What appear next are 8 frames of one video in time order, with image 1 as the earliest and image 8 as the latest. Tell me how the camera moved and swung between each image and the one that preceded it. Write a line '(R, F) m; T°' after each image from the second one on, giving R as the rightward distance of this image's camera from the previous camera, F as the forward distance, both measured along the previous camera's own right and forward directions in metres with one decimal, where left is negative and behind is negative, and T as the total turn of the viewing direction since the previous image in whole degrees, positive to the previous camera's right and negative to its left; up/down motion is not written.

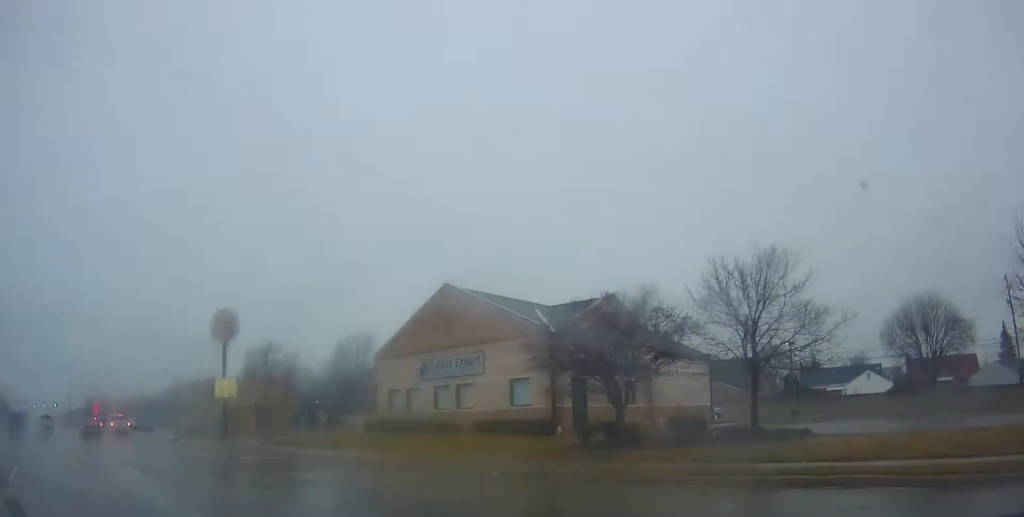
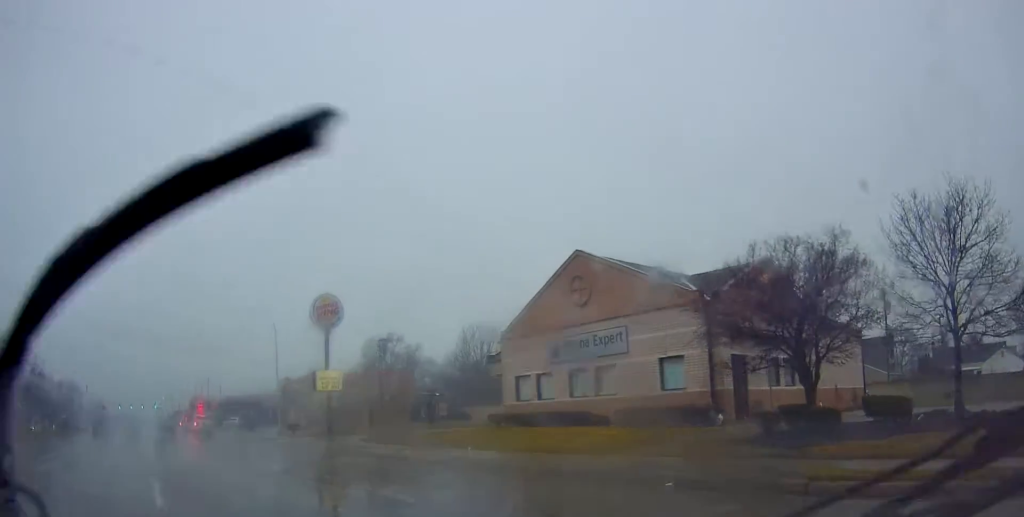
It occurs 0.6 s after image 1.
(-0.3, +4.2) m; -9°
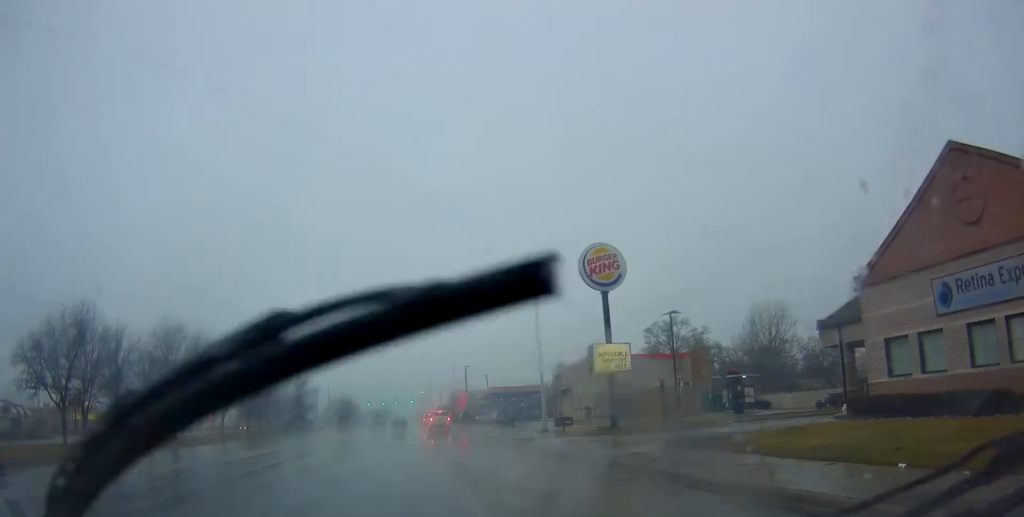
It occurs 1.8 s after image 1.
(-1.6, +9.5) m; -21°
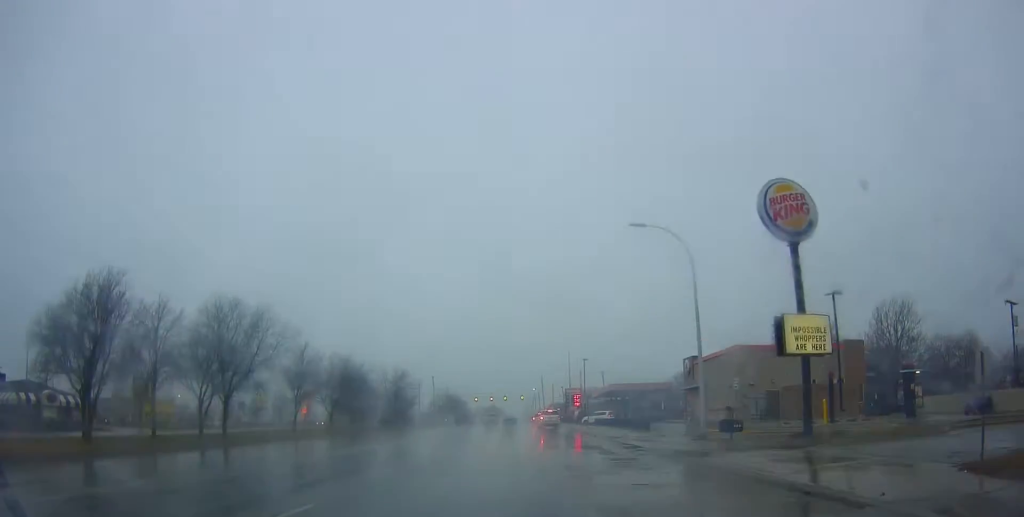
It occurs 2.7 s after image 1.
(-1.2, +8.2) m; -12°
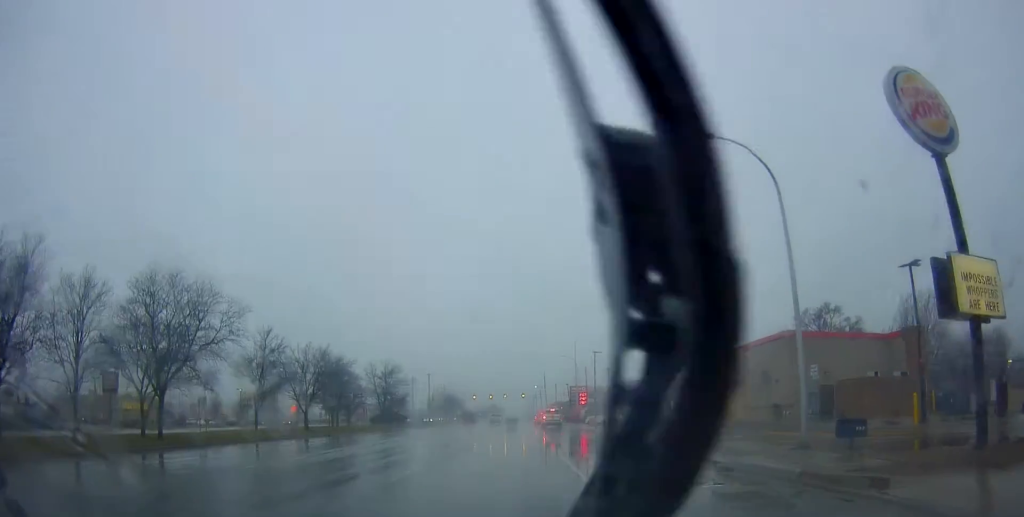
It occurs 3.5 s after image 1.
(-0.6, +8.2) m; -3°
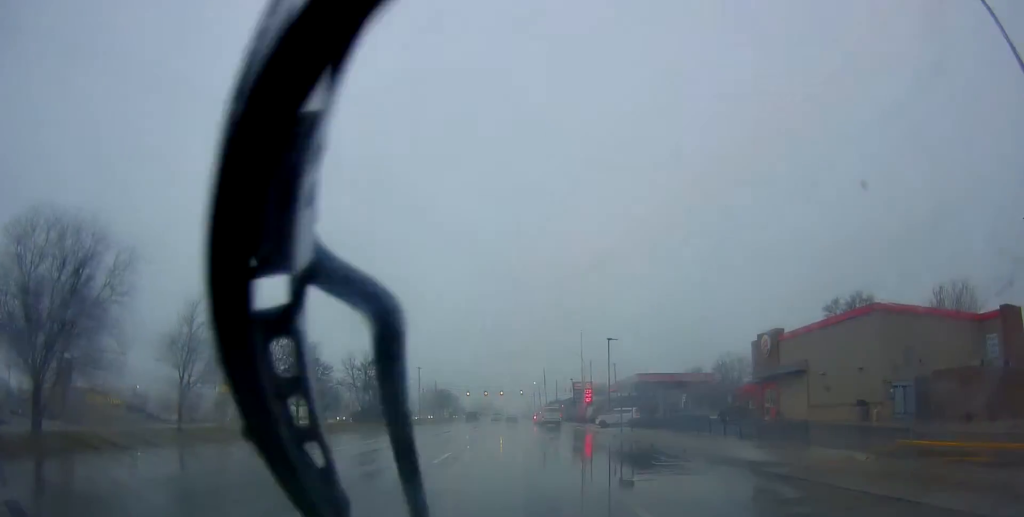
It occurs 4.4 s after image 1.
(+0.1, +10.9) m; 0°
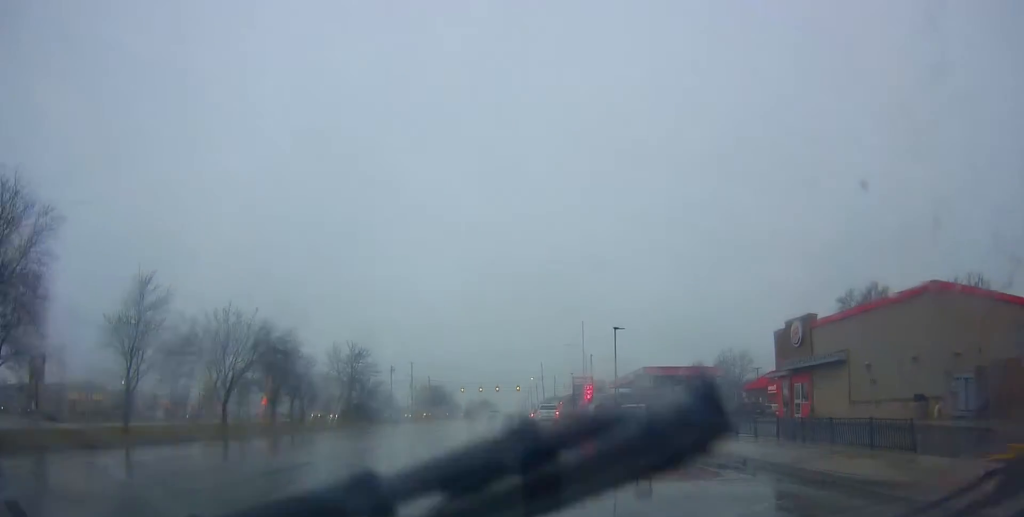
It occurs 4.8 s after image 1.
(0.0, +5.4) m; 0°
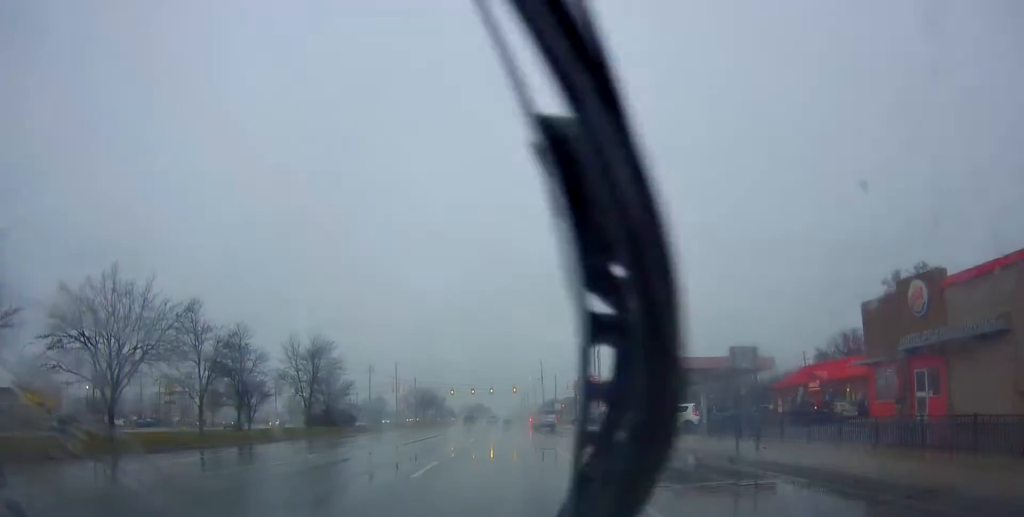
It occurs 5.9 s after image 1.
(0.0, +13.6) m; 0°
